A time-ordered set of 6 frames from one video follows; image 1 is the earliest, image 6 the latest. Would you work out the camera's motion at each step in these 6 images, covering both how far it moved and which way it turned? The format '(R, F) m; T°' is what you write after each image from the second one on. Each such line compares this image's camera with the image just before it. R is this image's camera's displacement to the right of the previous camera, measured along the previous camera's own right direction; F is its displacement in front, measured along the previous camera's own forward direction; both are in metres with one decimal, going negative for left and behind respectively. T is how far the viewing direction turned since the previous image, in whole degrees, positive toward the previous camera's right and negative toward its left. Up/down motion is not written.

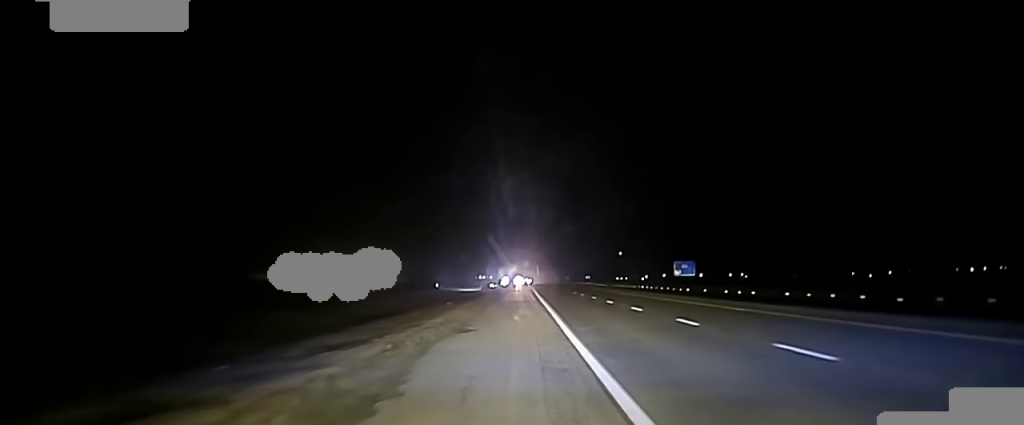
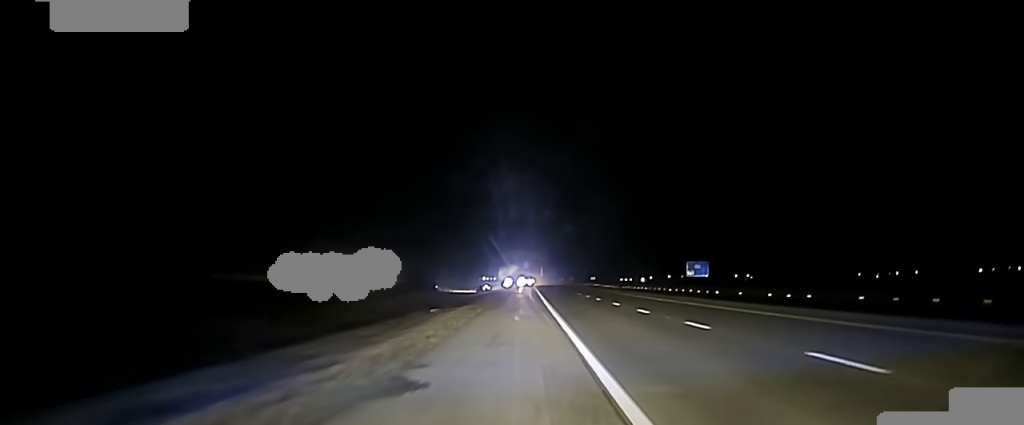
(-0.2, +12.4) m; -1°
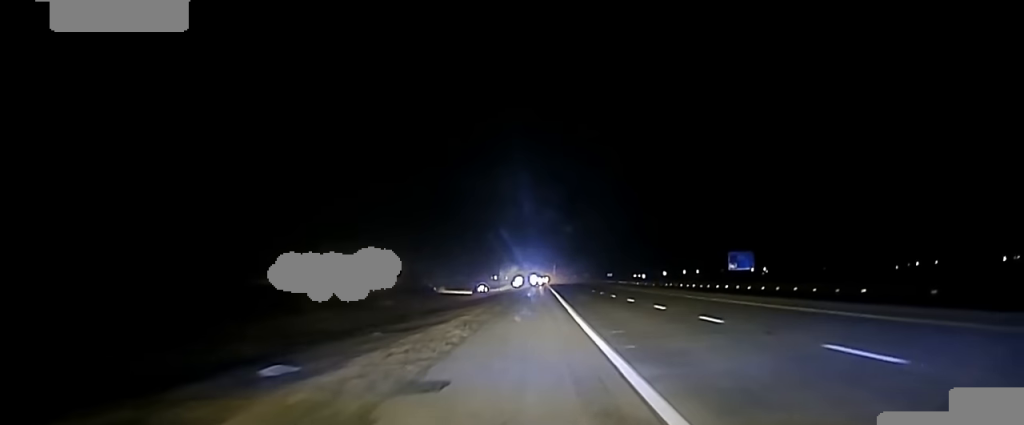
(-0.3, +32.3) m; 0°
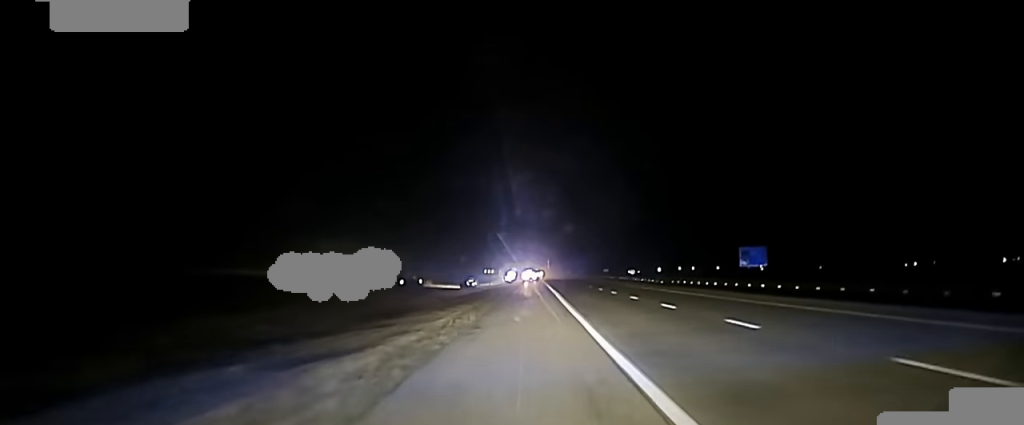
(0.0, +15.0) m; 0°
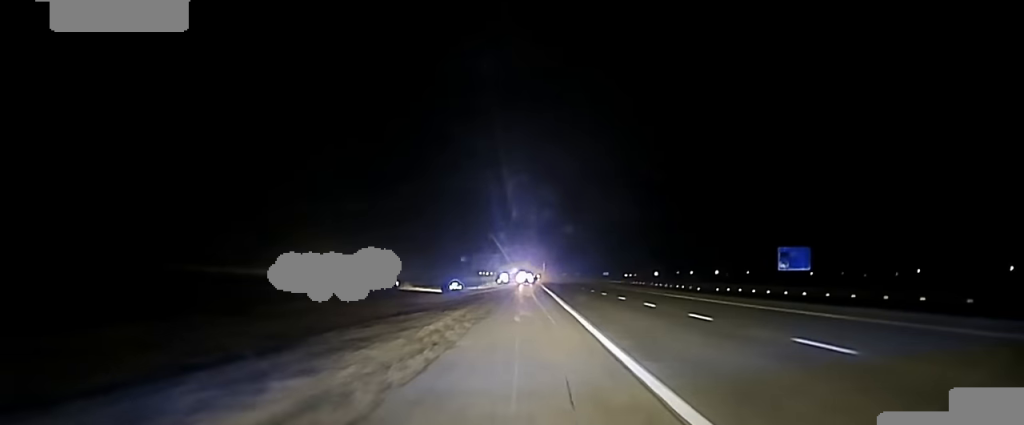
(0.0, +28.8) m; 0°
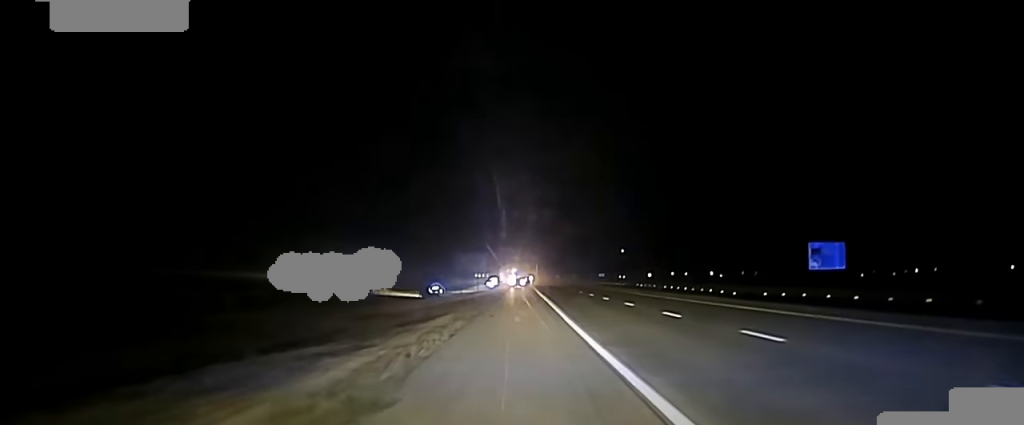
(0.0, +19.4) m; 0°
